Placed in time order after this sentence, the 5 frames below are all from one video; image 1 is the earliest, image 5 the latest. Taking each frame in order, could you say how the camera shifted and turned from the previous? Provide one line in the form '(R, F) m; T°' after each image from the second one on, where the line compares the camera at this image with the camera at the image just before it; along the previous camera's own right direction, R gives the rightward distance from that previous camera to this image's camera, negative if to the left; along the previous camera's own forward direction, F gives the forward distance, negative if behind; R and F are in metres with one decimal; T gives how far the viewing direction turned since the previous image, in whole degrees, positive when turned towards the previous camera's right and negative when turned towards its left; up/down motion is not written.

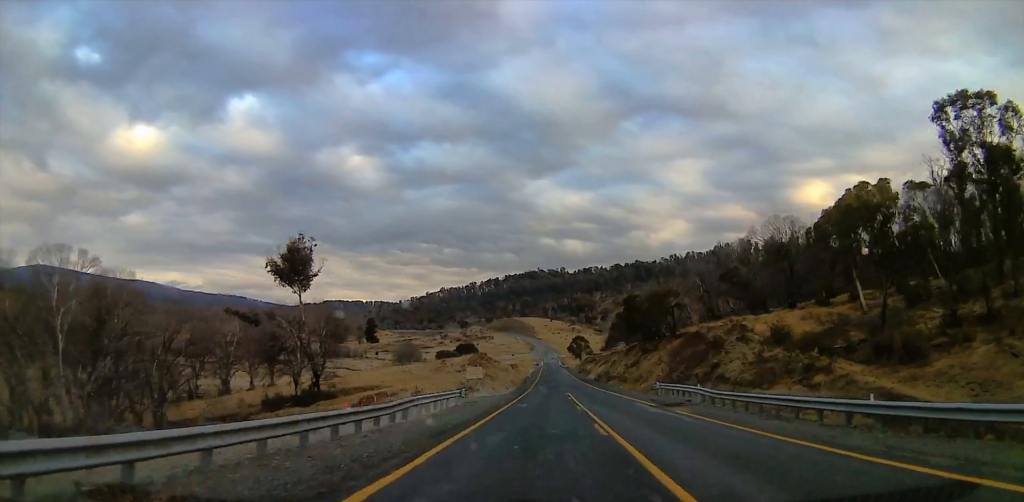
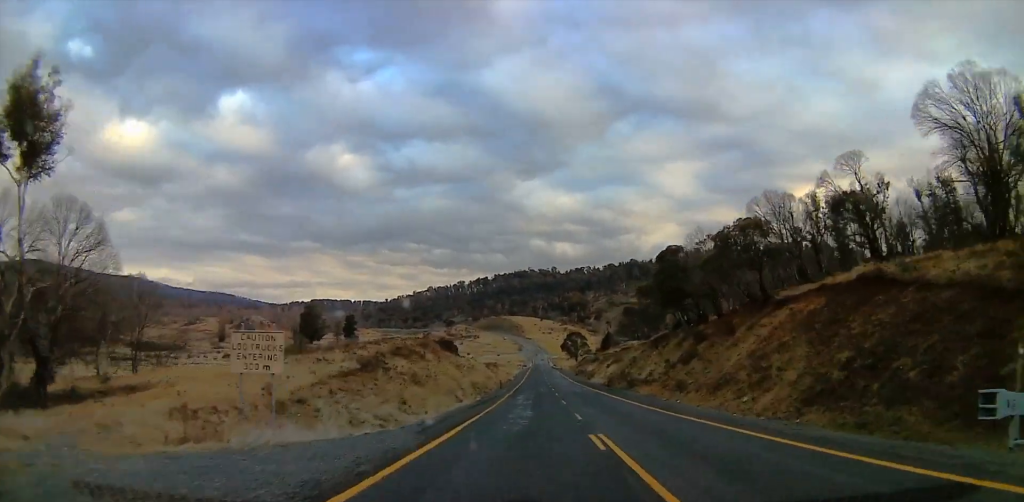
(0.0, +38.1) m; +2°
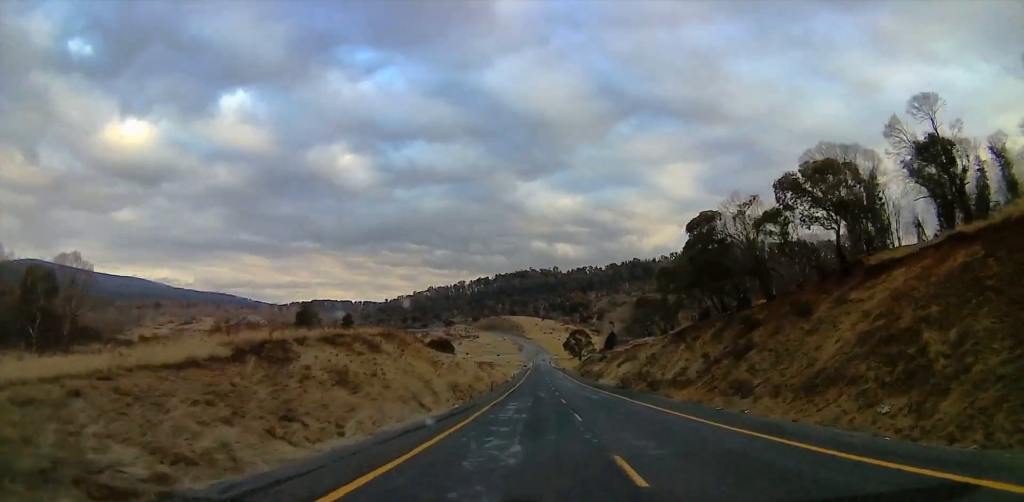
(-0.1, +13.5) m; +1°
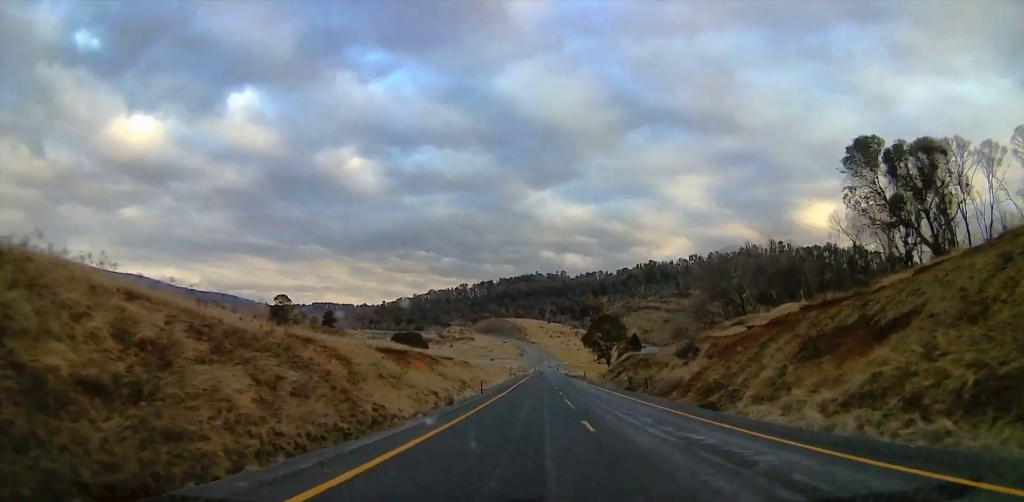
(-0.6, +64.3) m; -3°
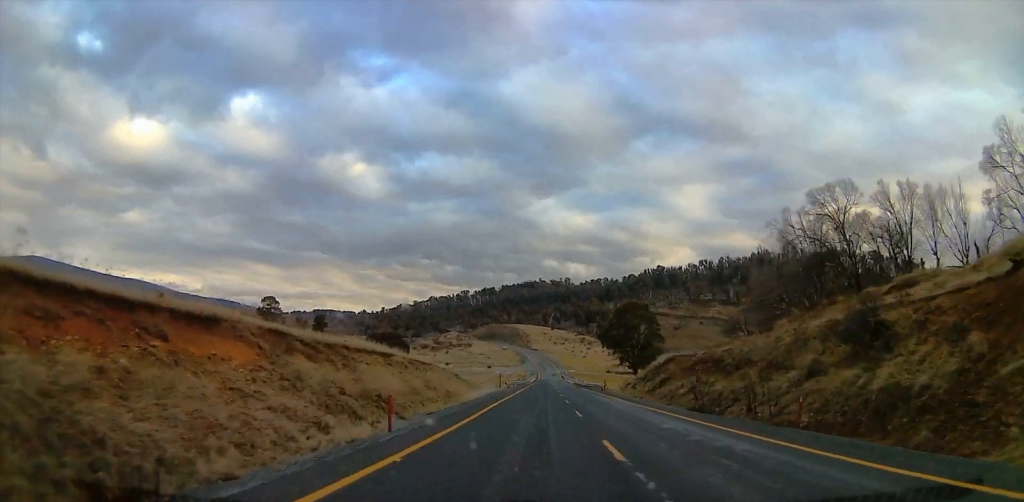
(0.0, +28.3) m; 0°
